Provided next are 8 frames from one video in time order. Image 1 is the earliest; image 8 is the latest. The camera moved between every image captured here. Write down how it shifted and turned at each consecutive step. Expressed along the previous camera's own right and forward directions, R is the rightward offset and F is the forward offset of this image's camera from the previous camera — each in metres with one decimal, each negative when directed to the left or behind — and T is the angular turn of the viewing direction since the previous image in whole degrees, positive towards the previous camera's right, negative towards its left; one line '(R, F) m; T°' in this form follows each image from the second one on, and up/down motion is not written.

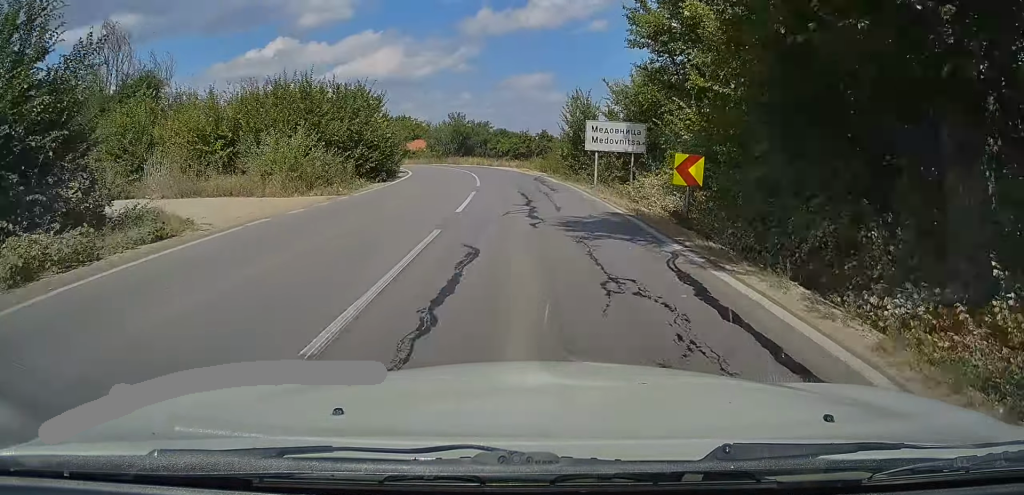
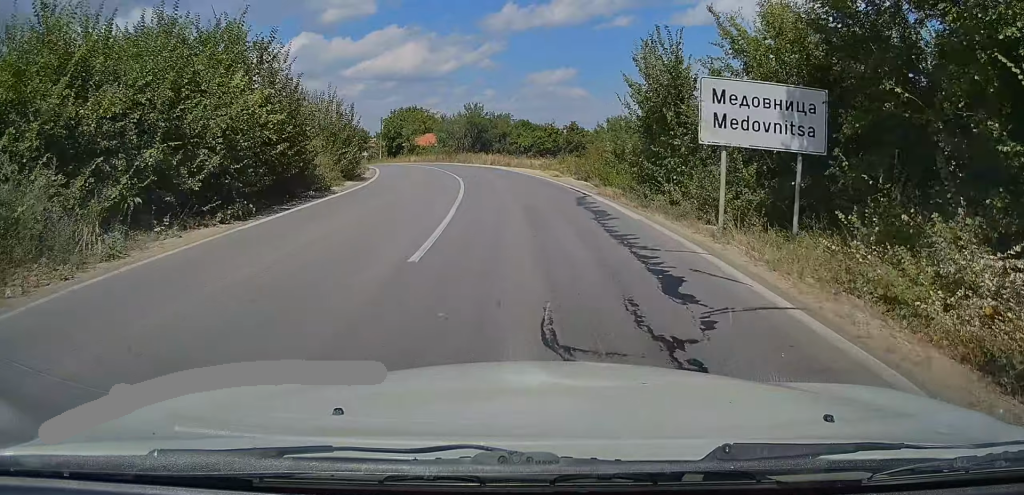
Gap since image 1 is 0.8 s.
(0.0, +16.6) m; -1°
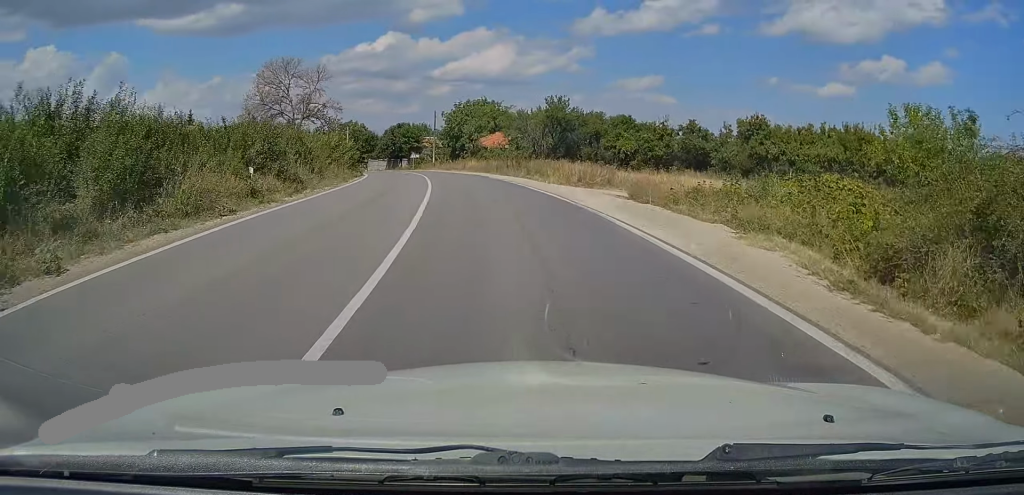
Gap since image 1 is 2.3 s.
(-0.7, +26.1) m; -4°
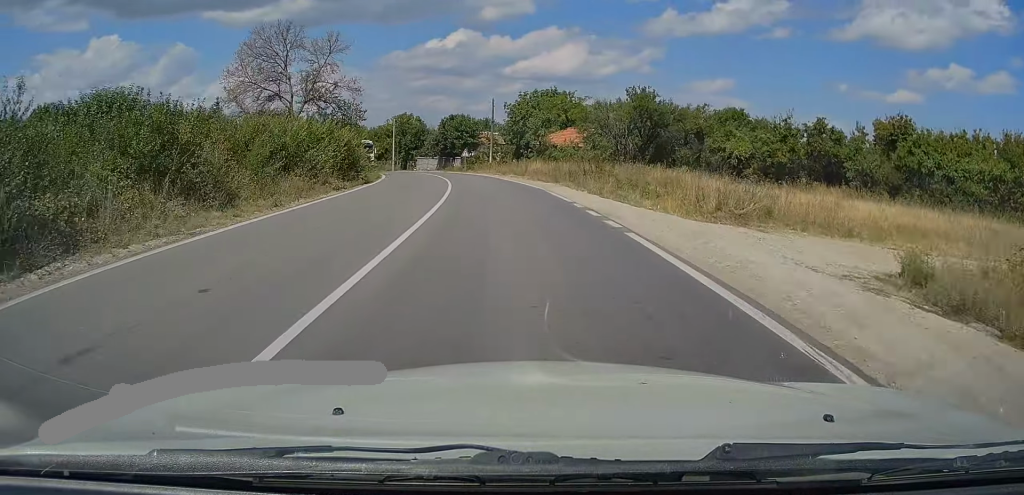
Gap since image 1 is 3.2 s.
(-0.6, +15.4) m; -5°
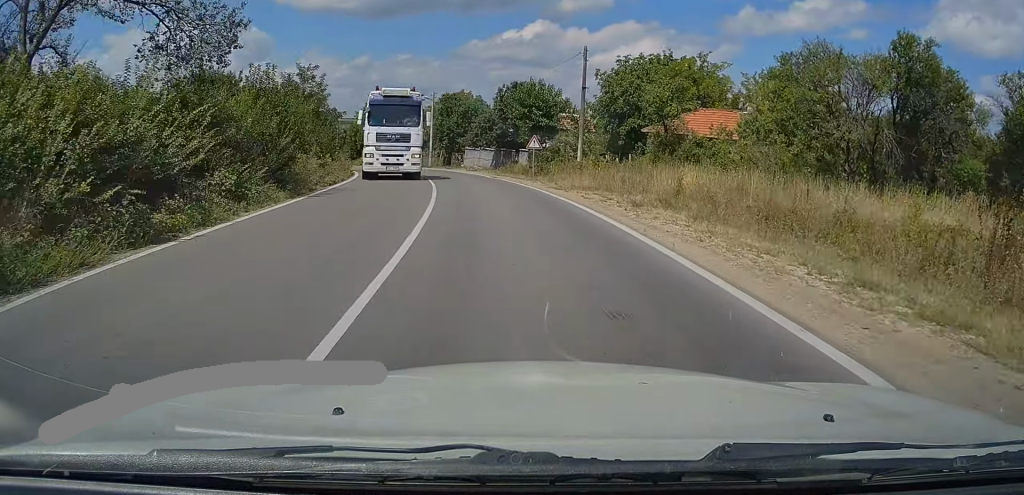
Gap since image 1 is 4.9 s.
(-3.2, +29.2) m; -12°
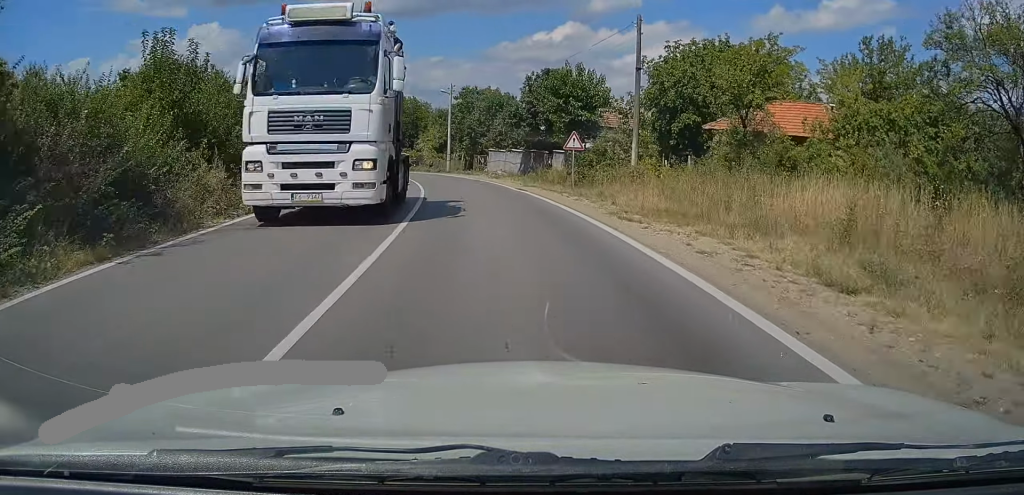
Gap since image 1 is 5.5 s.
(-0.3, +9.3) m; -3°
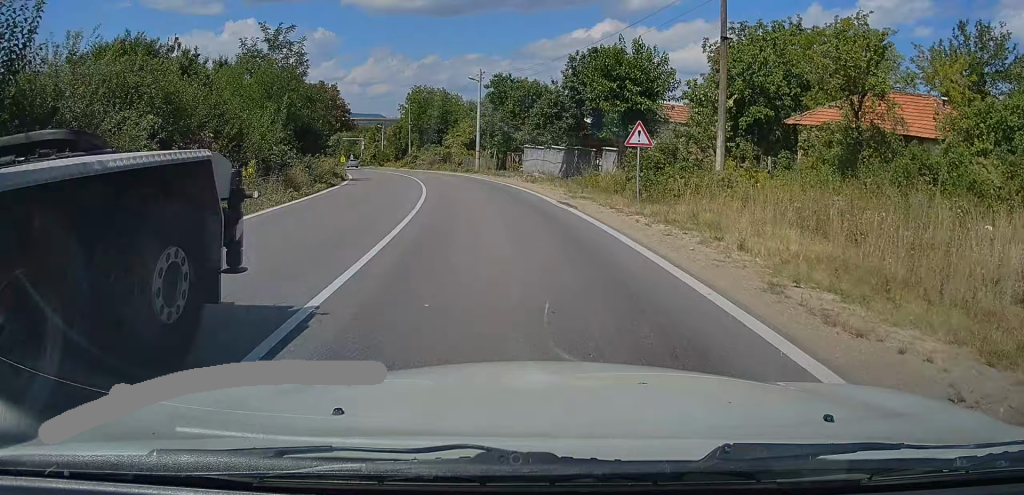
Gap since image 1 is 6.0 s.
(-0.1, +7.6) m; -2°
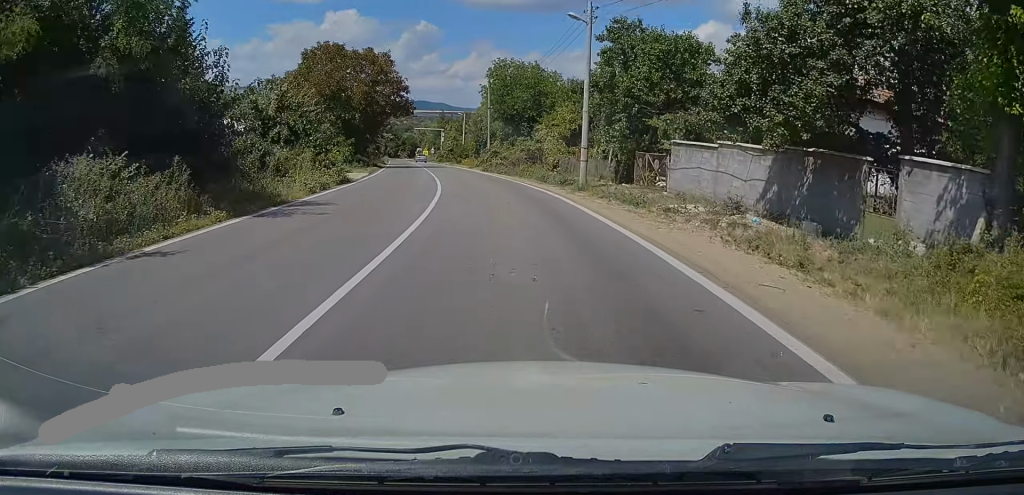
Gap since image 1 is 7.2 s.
(-0.8, +20.7) m; -5°
